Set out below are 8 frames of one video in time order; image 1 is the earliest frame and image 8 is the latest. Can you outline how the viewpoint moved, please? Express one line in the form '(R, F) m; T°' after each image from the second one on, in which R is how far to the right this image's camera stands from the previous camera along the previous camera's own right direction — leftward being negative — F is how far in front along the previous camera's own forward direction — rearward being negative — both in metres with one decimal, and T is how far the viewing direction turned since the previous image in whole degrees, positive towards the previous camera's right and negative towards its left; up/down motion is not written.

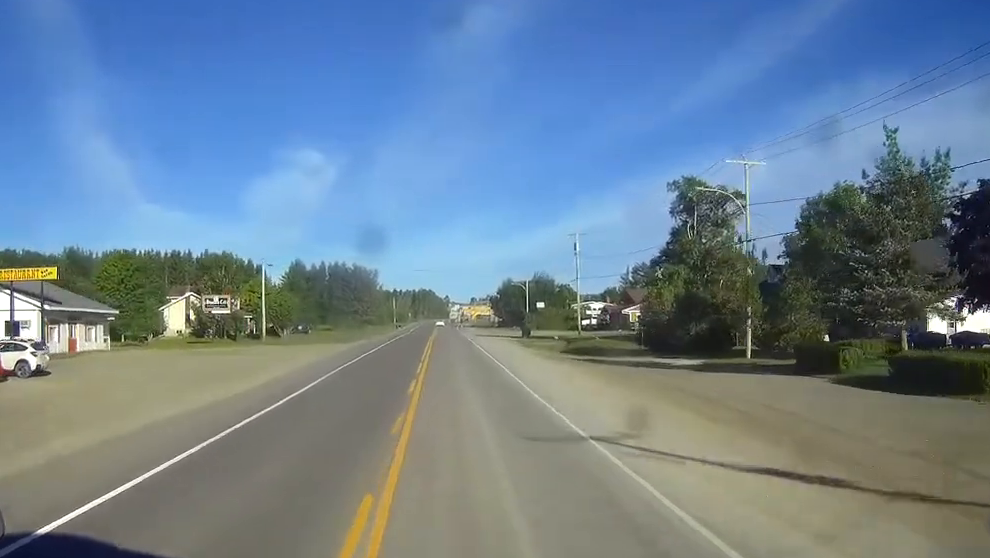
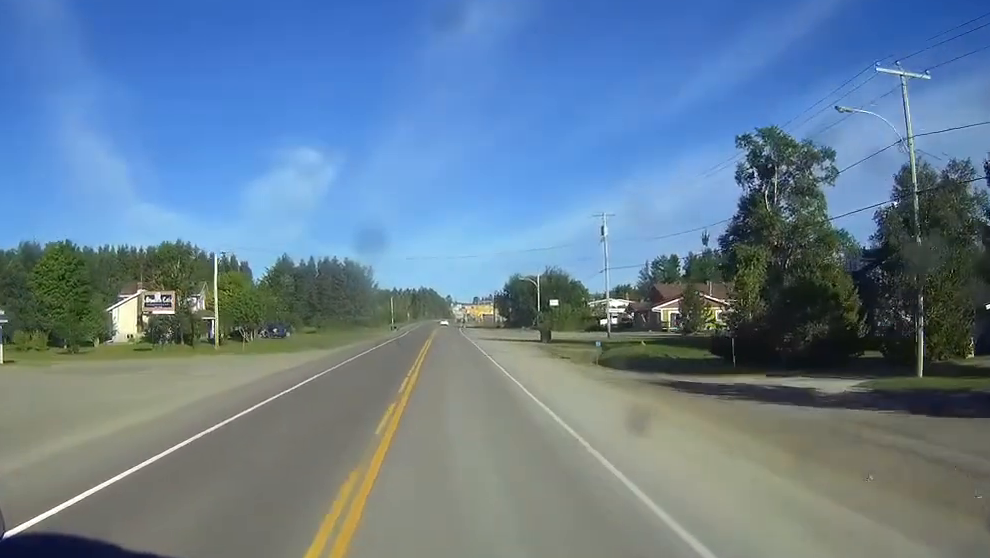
(+0.2, +18.1) m; 0°
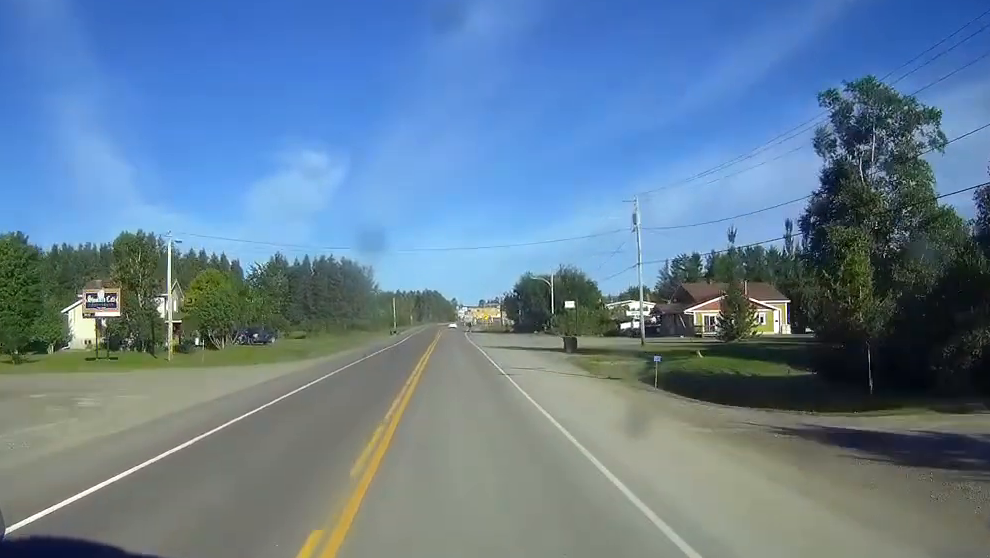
(-0.1, +12.8) m; 0°
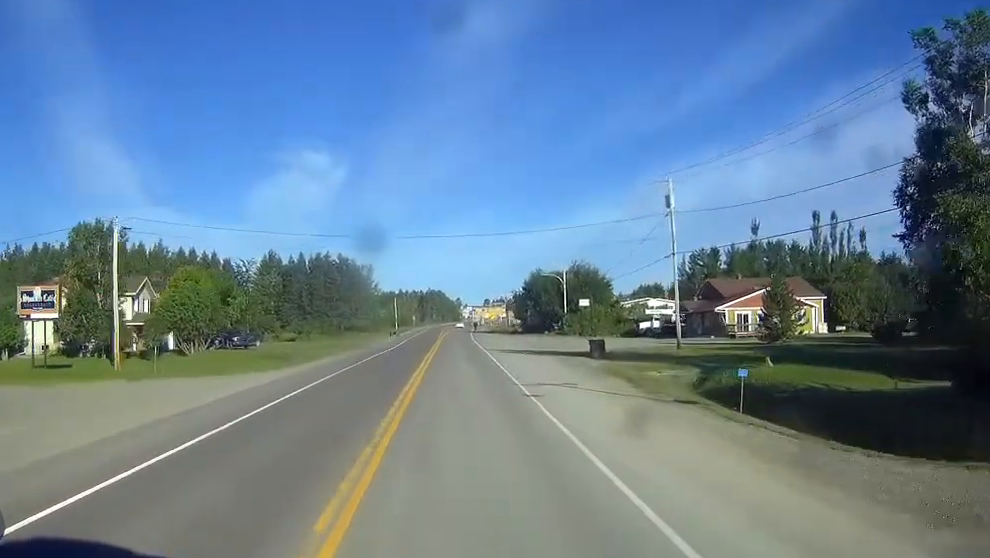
(0.0, +10.1) m; 0°
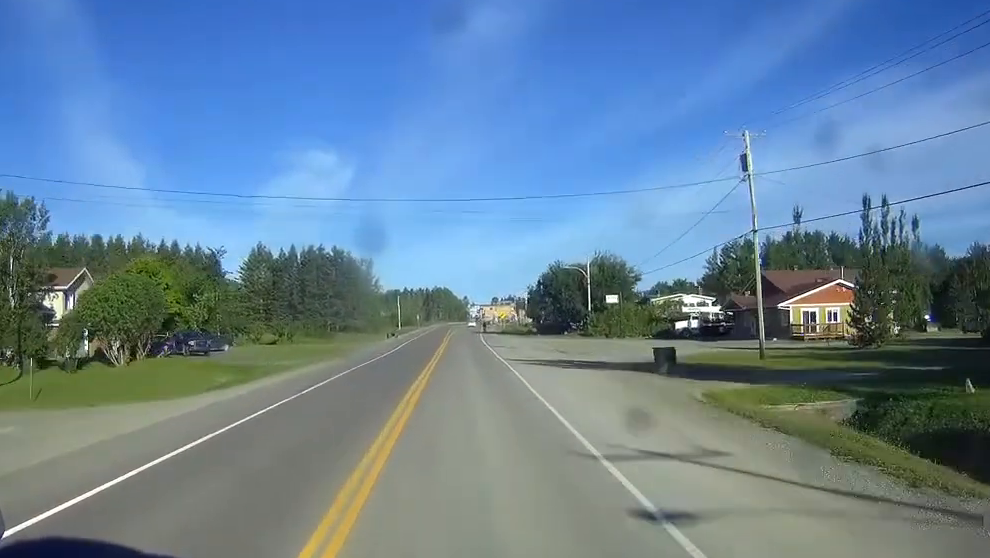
(0.0, +15.5) m; -1°
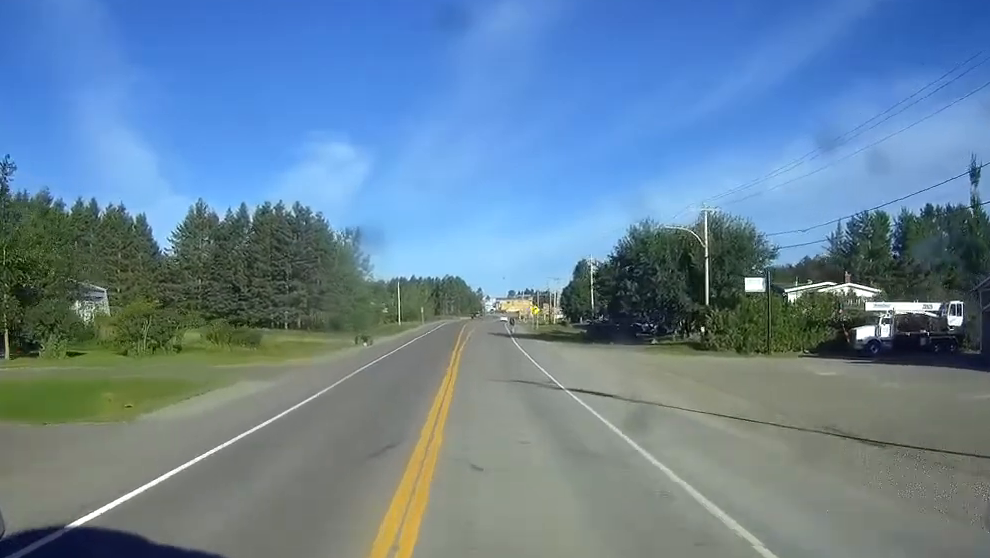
(-0.5, +44.6) m; -1°
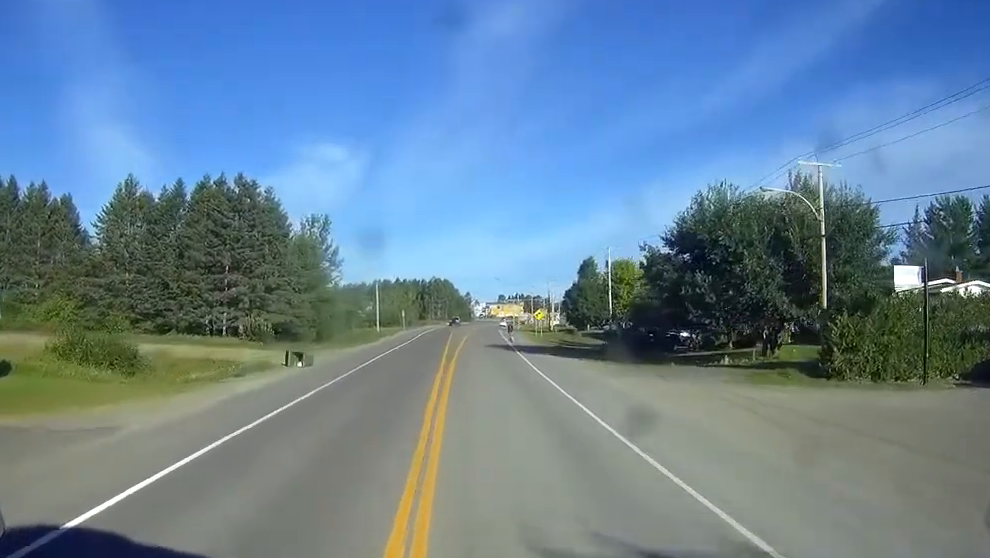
(0.0, +21.5) m; +1°
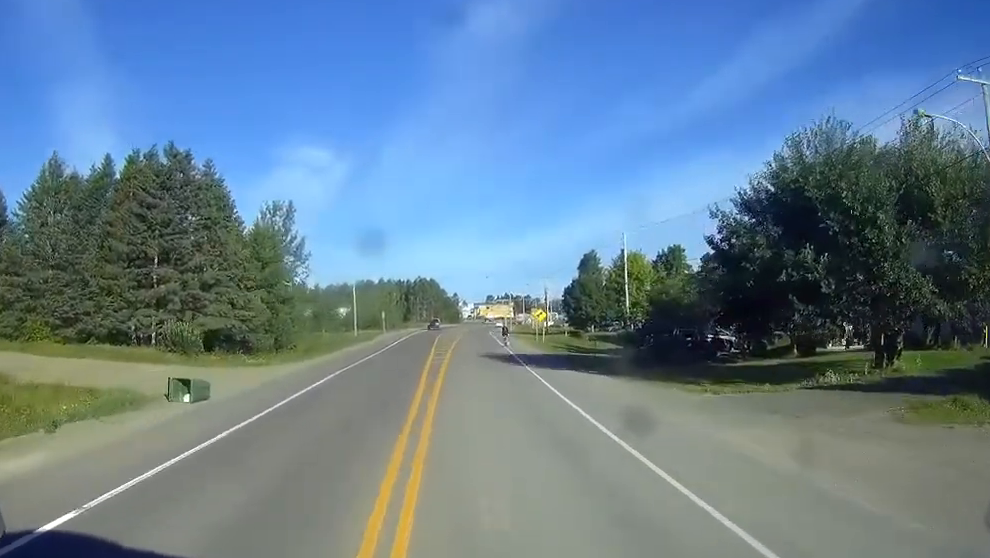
(+0.2, +15.4) m; +1°
